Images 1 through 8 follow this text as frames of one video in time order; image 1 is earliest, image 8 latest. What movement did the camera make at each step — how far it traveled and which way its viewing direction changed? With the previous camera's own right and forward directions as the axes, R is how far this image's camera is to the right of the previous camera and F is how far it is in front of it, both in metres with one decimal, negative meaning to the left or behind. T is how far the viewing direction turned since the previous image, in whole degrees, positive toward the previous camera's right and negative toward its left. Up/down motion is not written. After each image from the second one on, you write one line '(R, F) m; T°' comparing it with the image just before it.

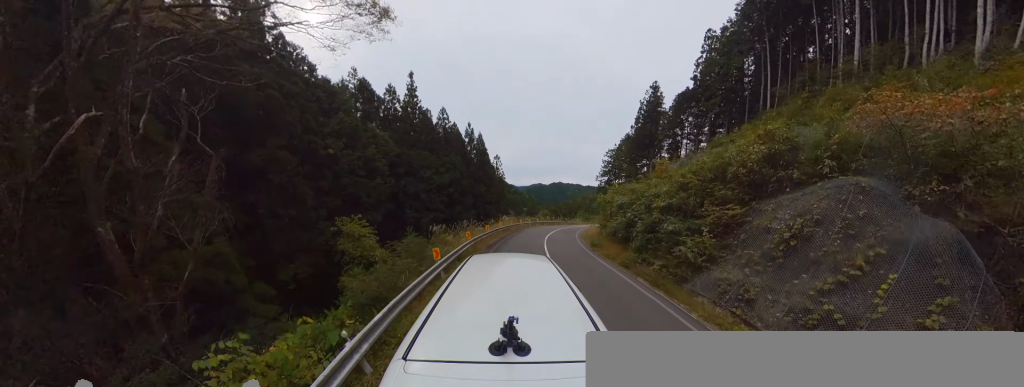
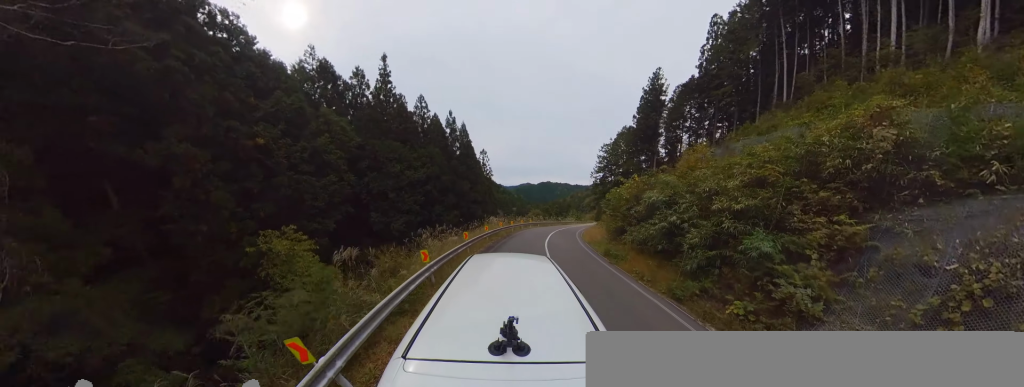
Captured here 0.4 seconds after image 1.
(+0.1, +4.3) m; +4°
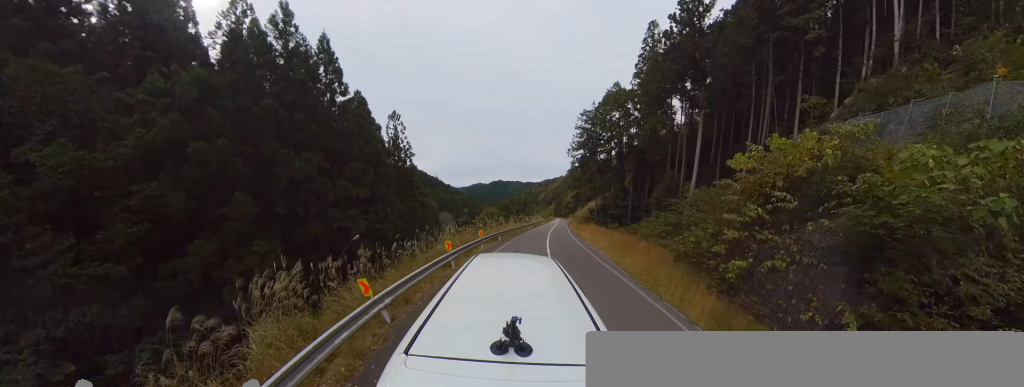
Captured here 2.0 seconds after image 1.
(+2.7, +17.5) m; +16°
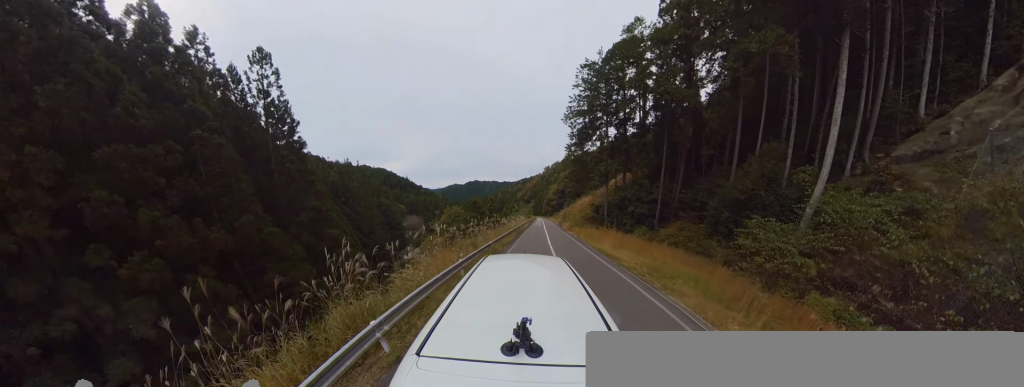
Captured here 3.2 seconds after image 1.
(+0.9, +12.7) m; +5°
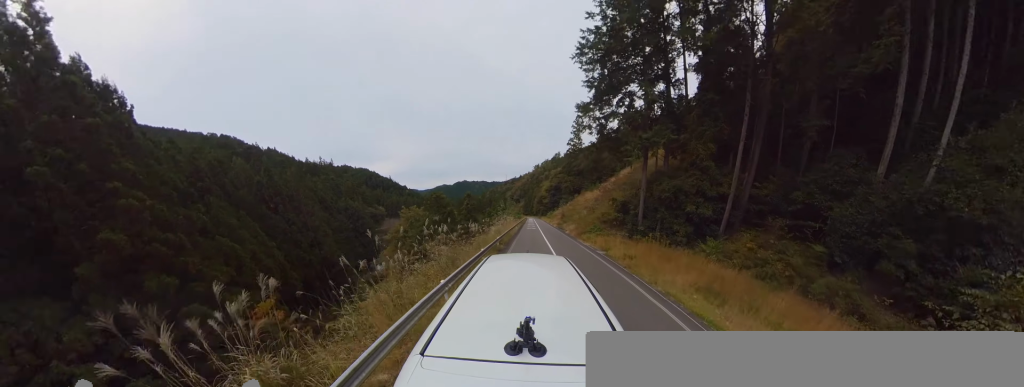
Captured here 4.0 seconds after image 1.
(+0.2, +9.8) m; +1°
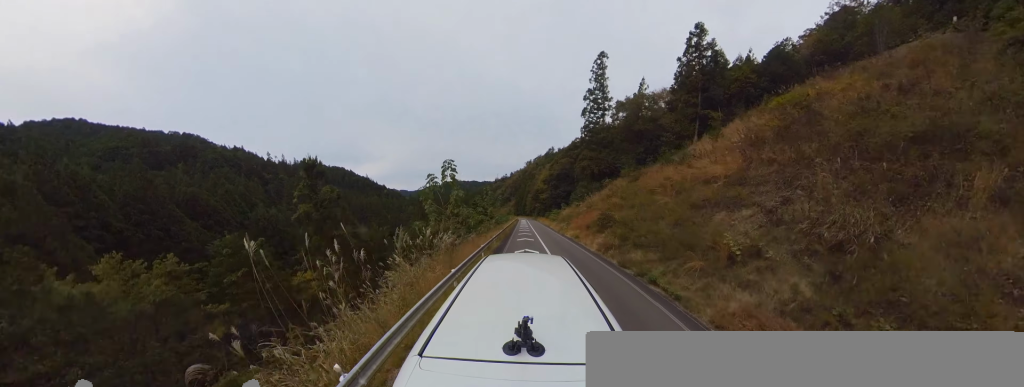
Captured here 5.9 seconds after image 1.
(+0.3, +23.5) m; +1°
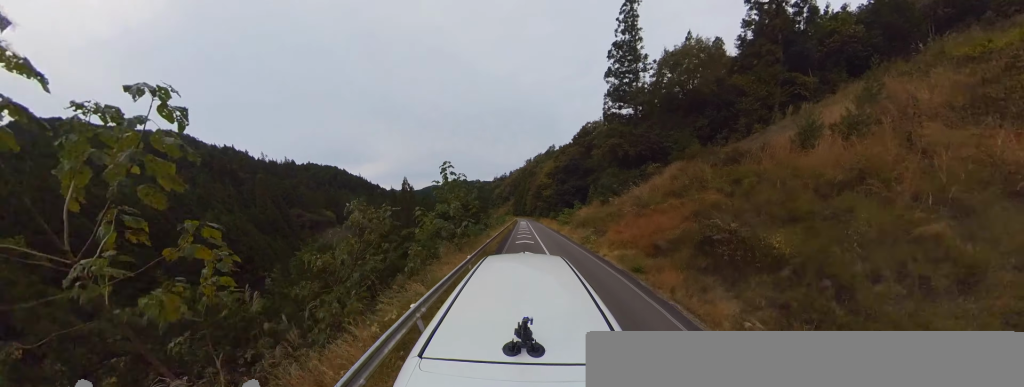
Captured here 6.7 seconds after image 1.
(0.0, +10.4) m; -1°
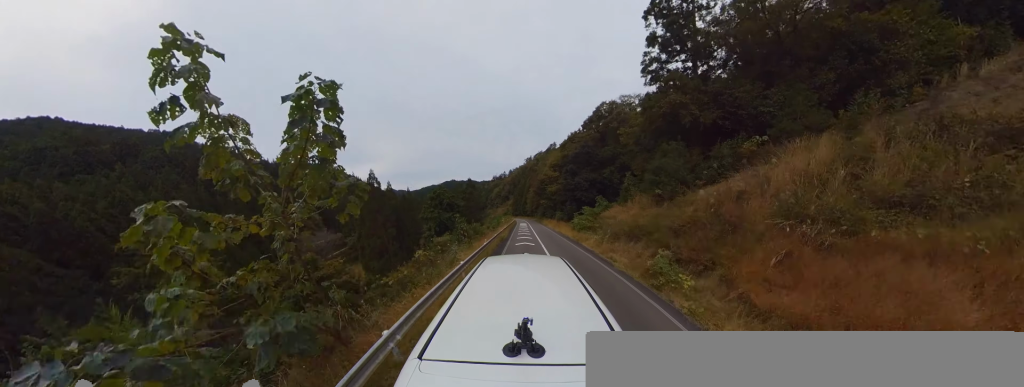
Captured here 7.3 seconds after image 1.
(+0.1, +8.8) m; -4°
